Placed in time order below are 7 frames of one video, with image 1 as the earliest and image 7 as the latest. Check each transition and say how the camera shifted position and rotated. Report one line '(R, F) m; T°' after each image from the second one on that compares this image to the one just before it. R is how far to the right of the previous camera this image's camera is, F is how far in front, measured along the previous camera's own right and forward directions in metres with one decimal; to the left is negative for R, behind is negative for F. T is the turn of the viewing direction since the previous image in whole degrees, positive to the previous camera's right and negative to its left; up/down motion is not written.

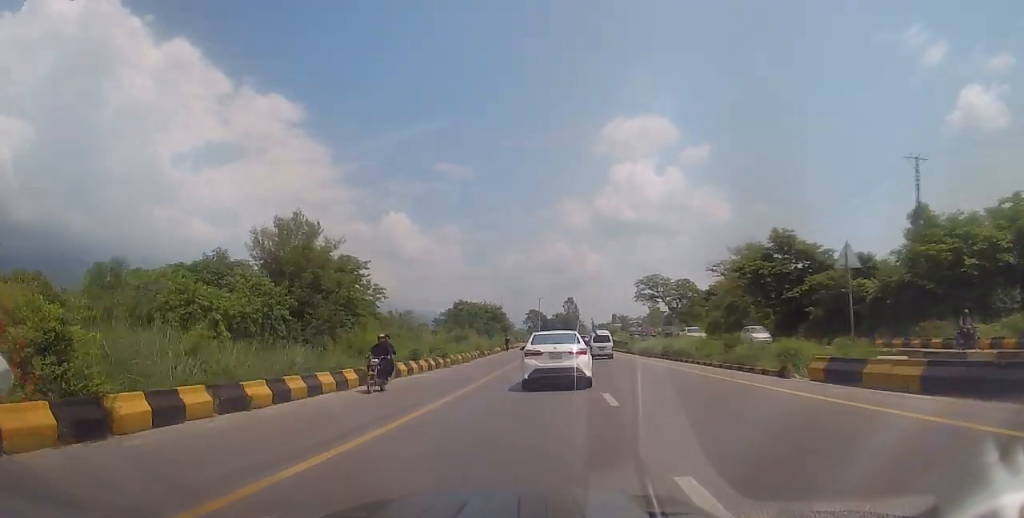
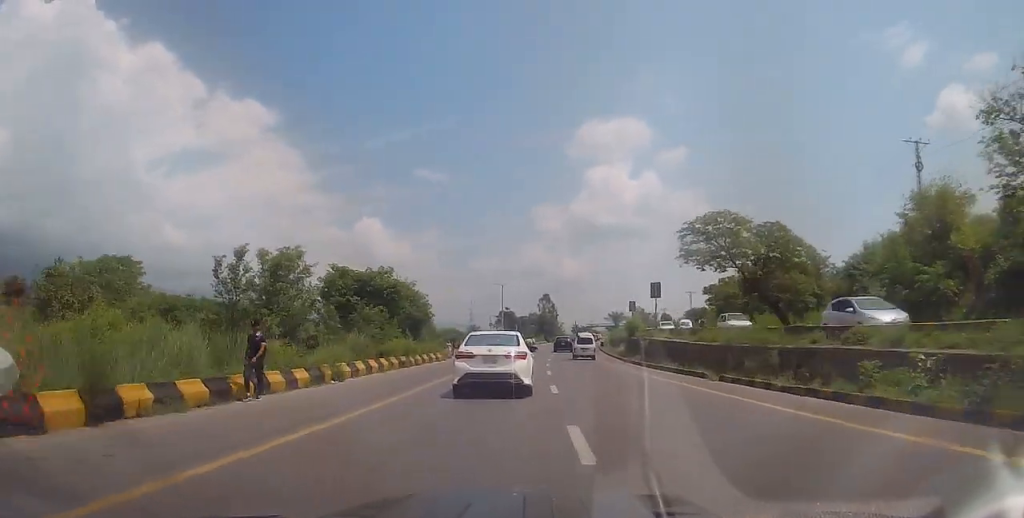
(-1.1, +48.9) m; +1°
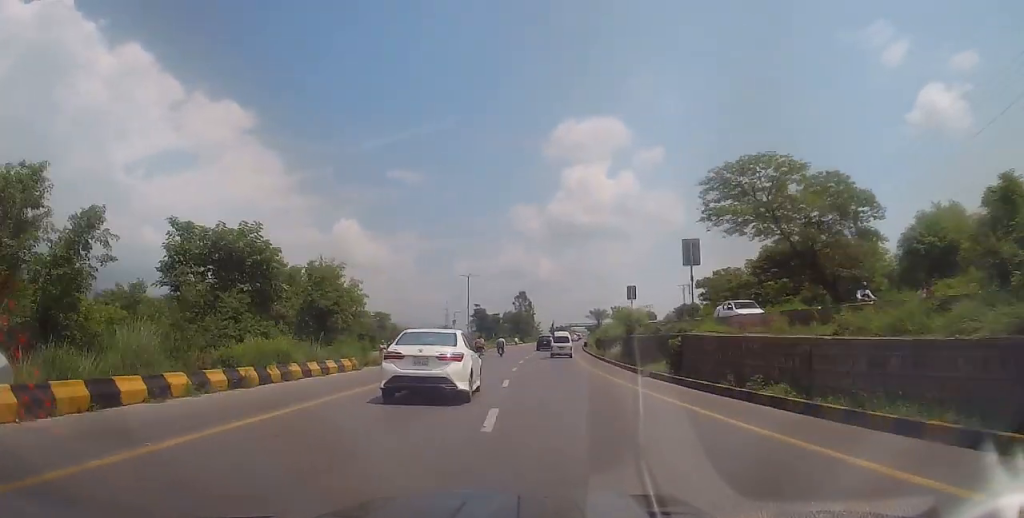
(+0.6, +15.0) m; +3°
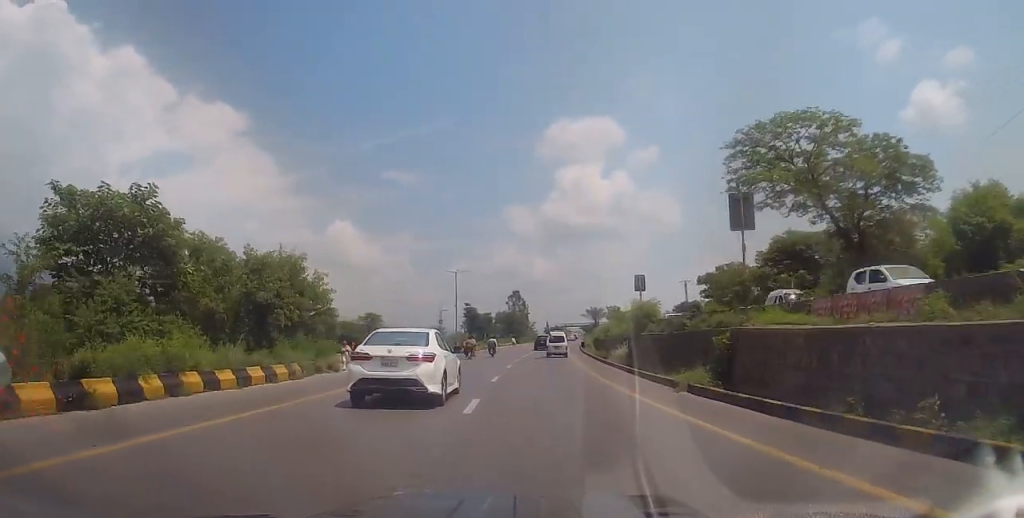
(+0.1, +6.5) m; 0°
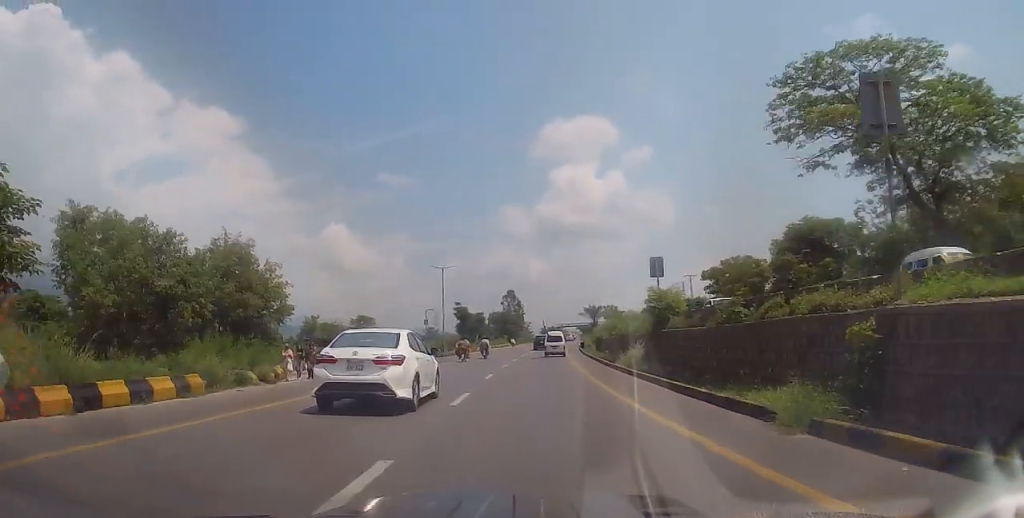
(0.0, +7.0) m; 0°
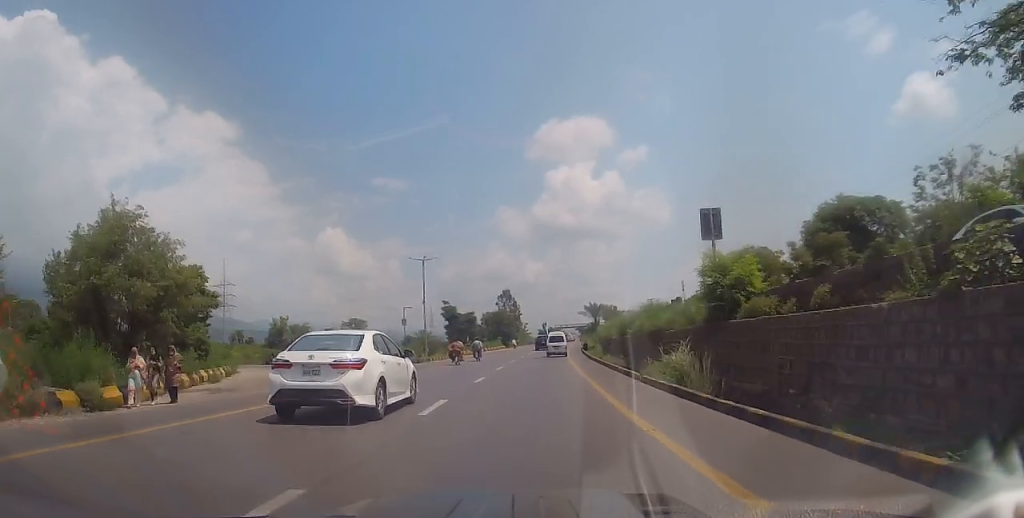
(-0.1, +10.0) m; -2°
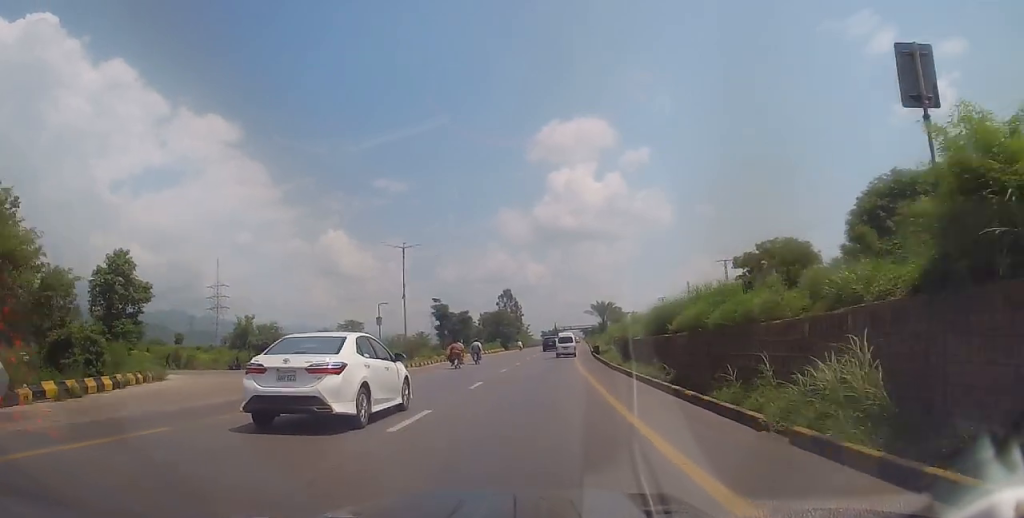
(-0.2, +10.5) m; 0°
